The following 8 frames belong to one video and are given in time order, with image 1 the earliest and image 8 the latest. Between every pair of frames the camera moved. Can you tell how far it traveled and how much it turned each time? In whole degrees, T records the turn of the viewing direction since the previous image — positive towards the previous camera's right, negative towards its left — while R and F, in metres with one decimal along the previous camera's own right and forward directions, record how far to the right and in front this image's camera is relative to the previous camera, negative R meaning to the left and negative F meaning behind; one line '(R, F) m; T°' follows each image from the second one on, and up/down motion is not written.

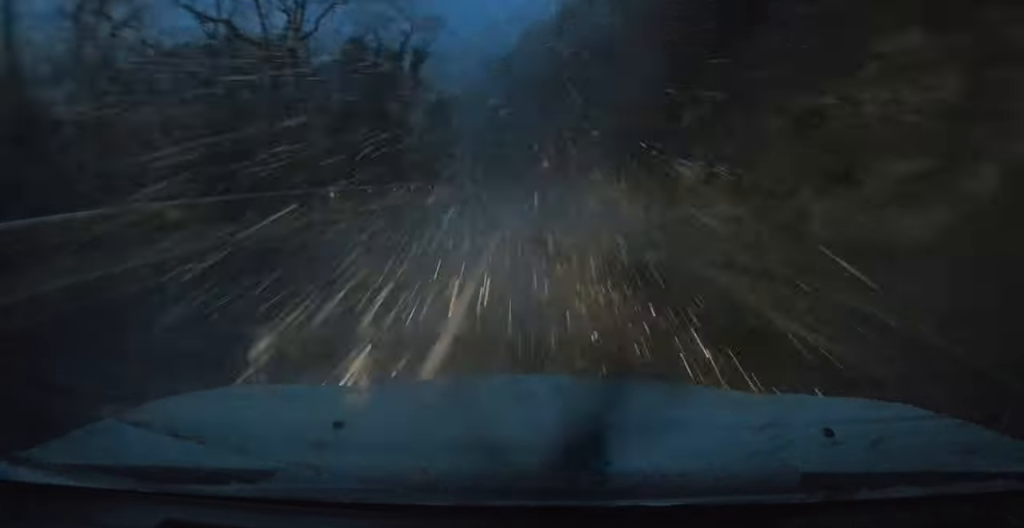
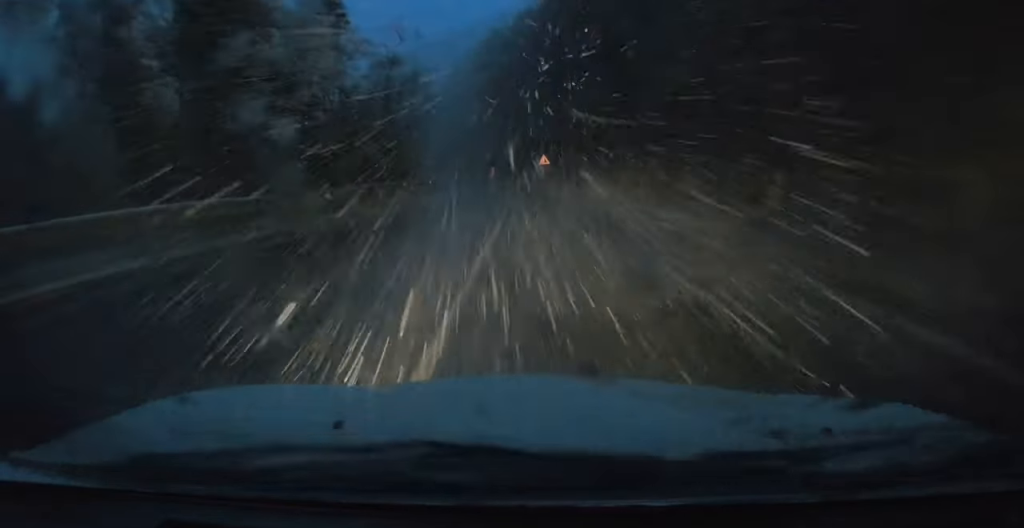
(+0.2, +17.9) m; +2°
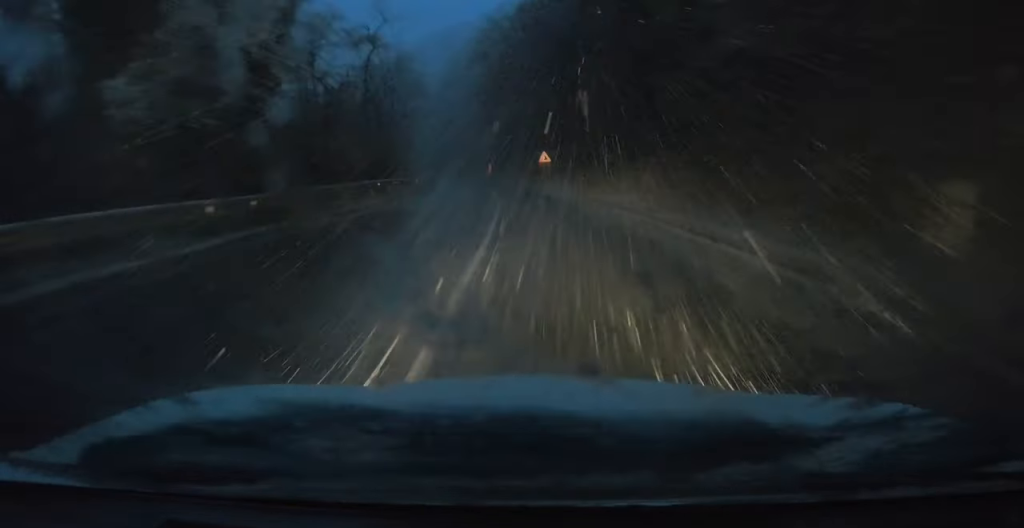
(+0.1, +4.7) m; 0°
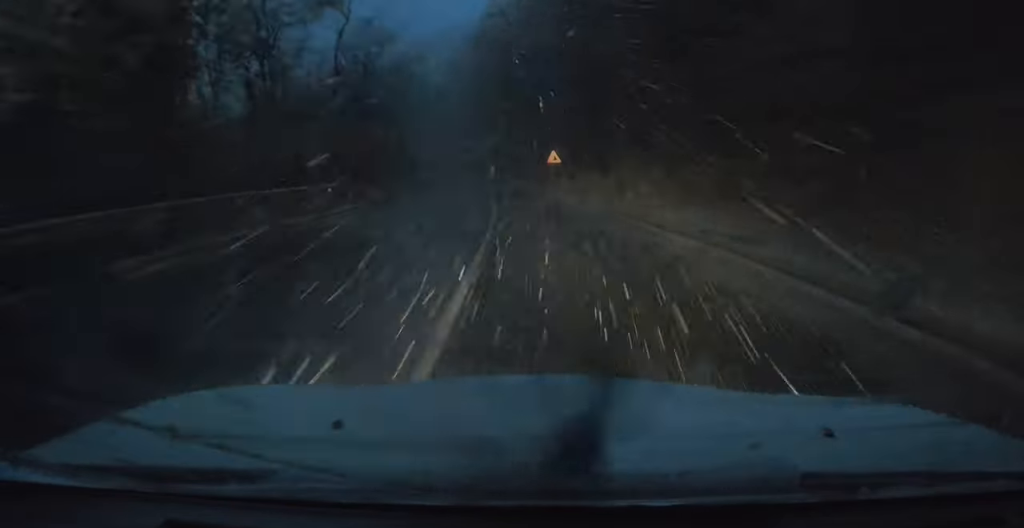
(-0.1, +6.6) m; -1°
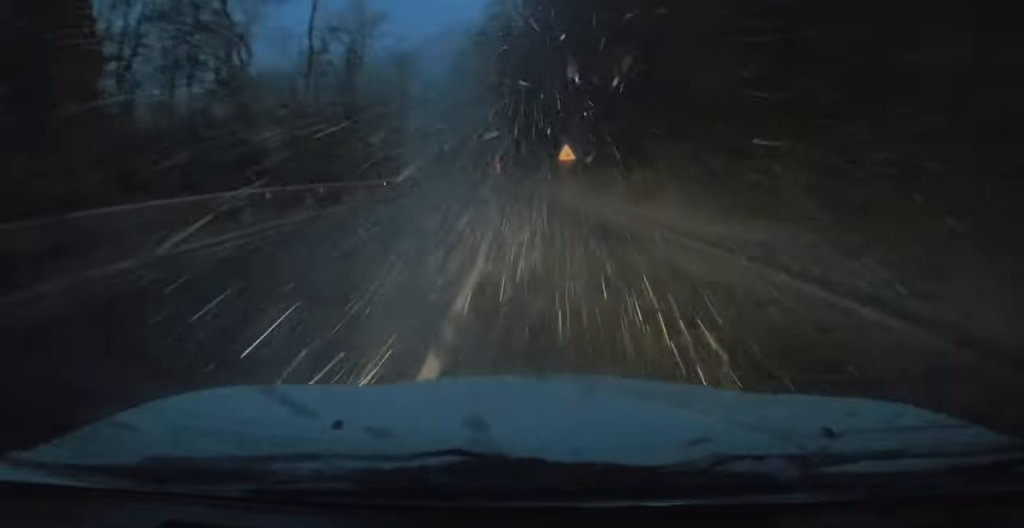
(0.0, +4.9) m; -1°
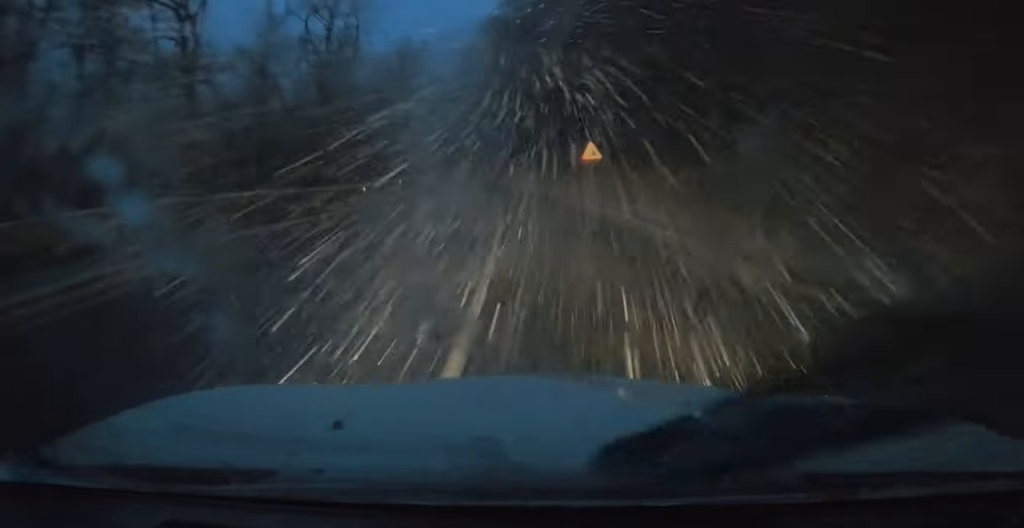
(-0.1, +5.7) m; 0°
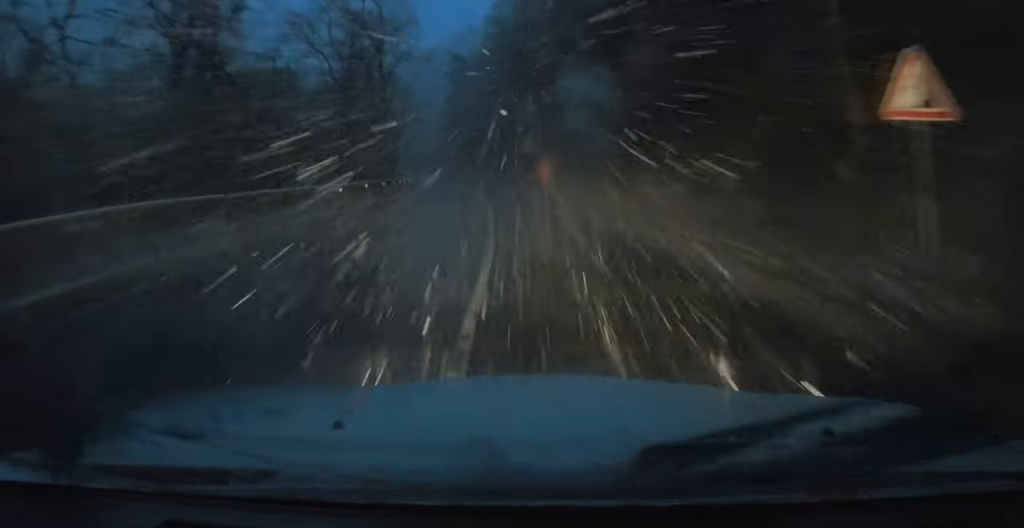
(-0.2, +23.5) m; -3°
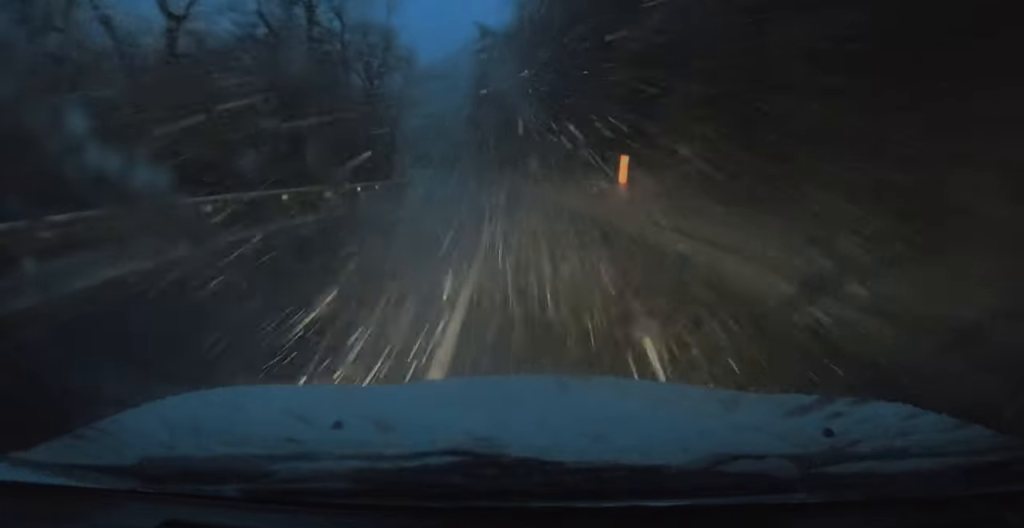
(-1.1, +20.8) m; -6°
